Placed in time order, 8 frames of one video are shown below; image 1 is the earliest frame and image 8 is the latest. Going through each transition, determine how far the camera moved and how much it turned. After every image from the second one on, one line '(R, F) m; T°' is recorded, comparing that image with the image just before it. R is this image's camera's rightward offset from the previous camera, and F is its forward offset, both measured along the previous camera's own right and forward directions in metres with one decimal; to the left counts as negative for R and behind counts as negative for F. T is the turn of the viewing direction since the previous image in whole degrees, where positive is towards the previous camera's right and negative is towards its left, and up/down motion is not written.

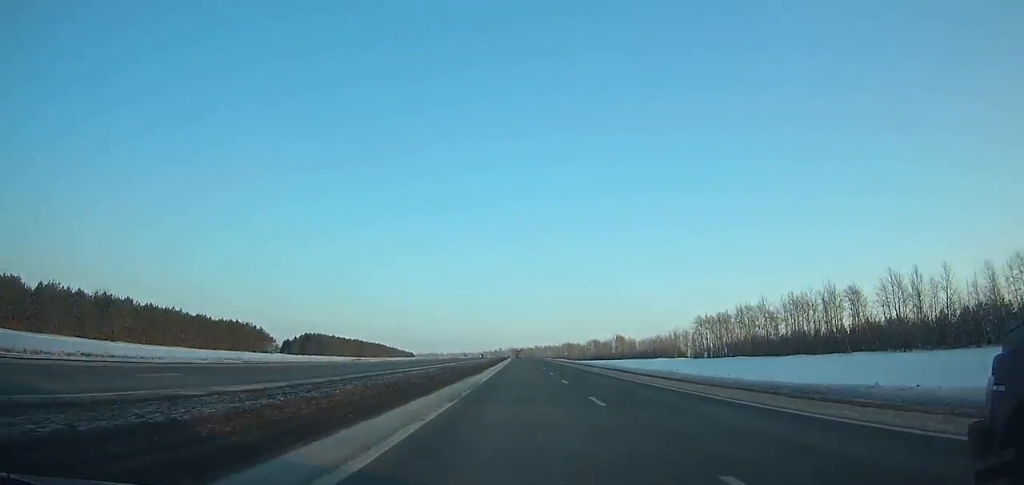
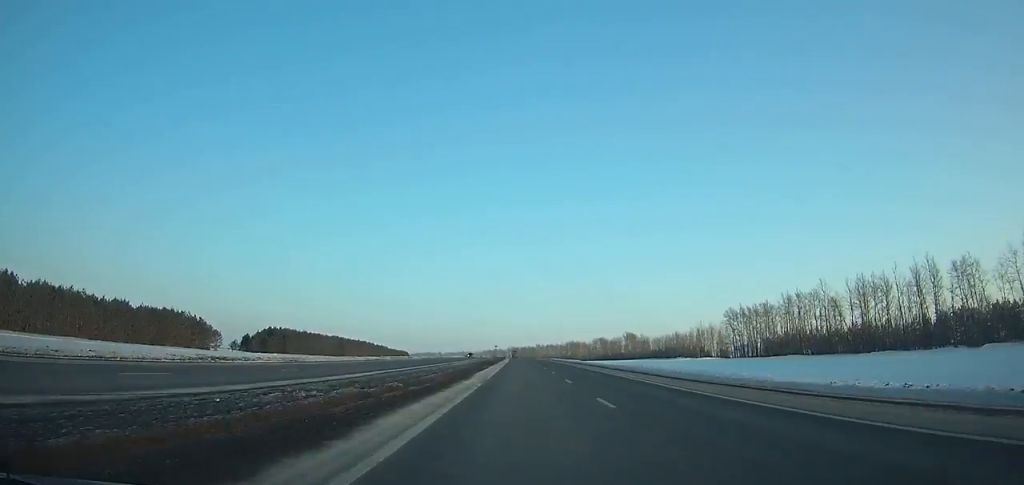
(0.0, +37.0) m; 0°
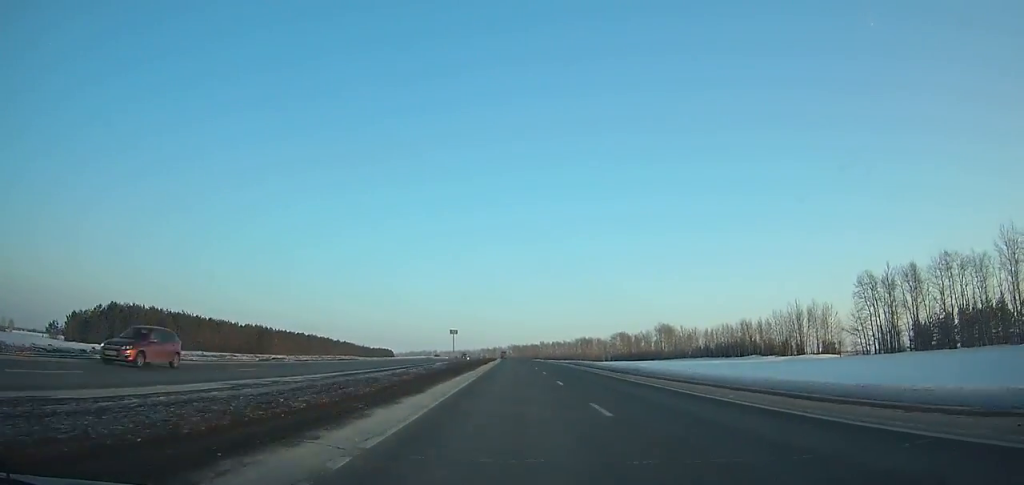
(-0.3, +86.9) m; -1°
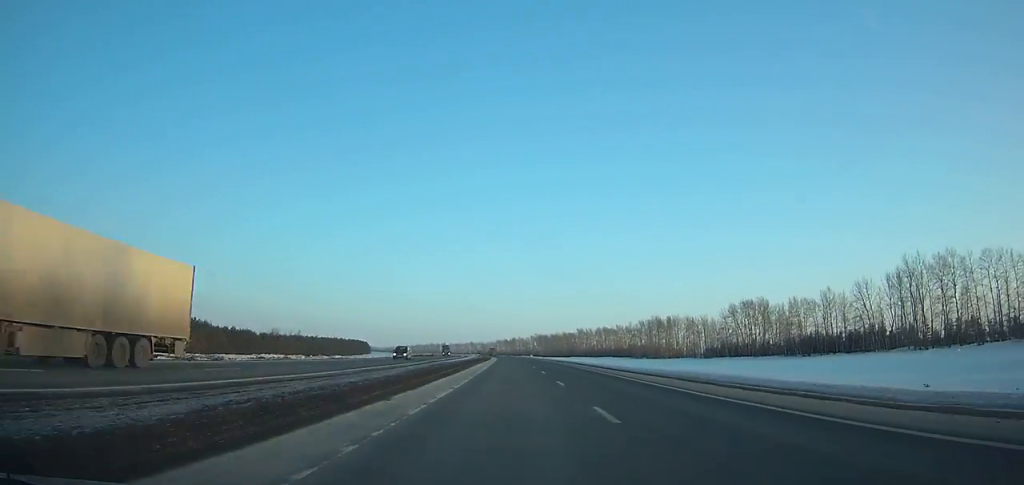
(-3.7, +182.0) m; -3°
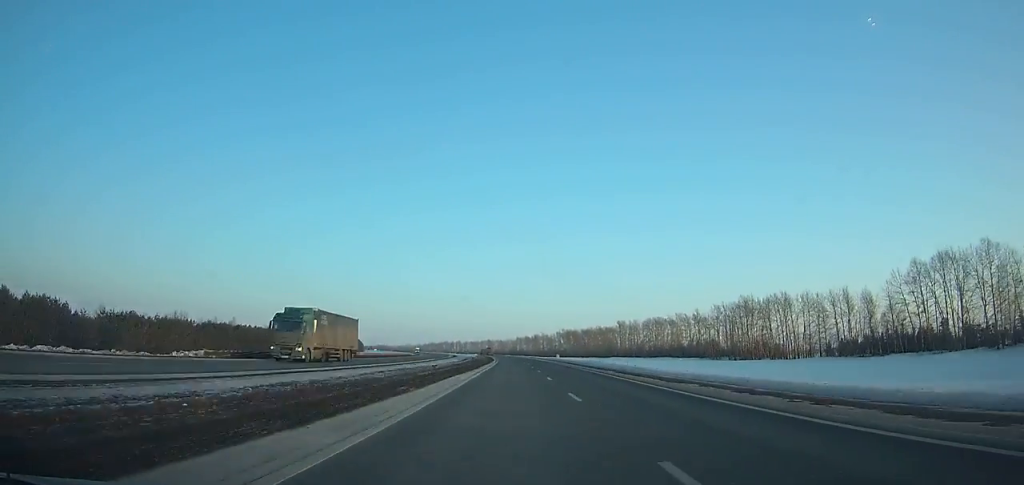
(-1.5, +91.1) m; -2°
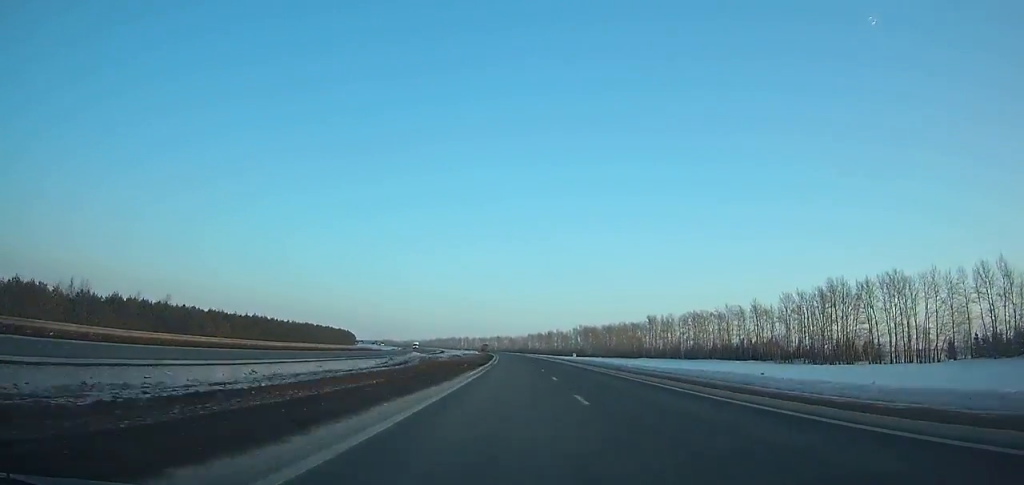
(-0.3, +49.7) m; -1°
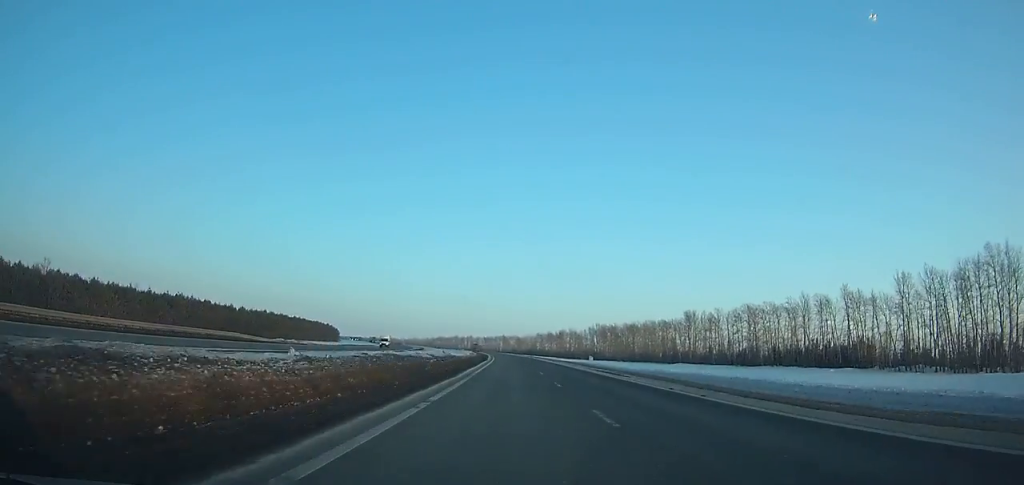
(-0.7, +52.5) m; -1°
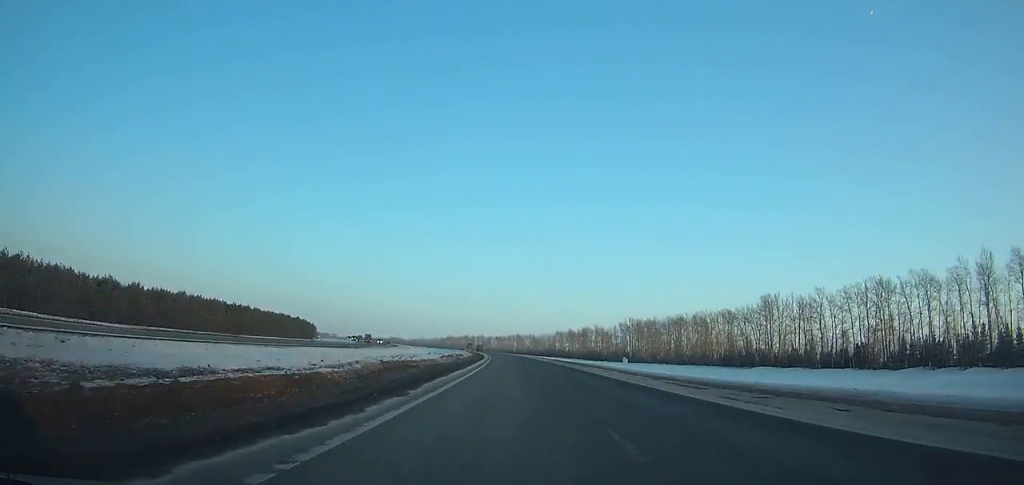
(-0.8, +63.7) m; -2°
